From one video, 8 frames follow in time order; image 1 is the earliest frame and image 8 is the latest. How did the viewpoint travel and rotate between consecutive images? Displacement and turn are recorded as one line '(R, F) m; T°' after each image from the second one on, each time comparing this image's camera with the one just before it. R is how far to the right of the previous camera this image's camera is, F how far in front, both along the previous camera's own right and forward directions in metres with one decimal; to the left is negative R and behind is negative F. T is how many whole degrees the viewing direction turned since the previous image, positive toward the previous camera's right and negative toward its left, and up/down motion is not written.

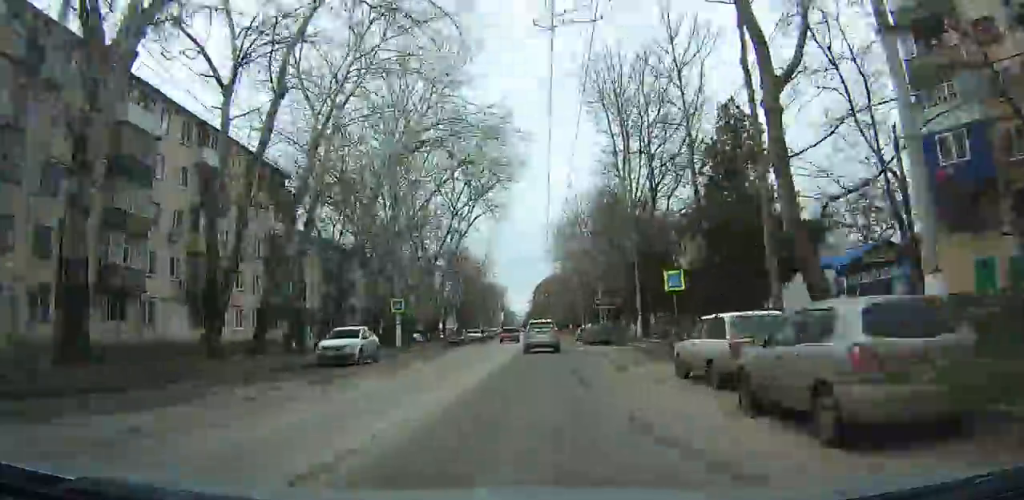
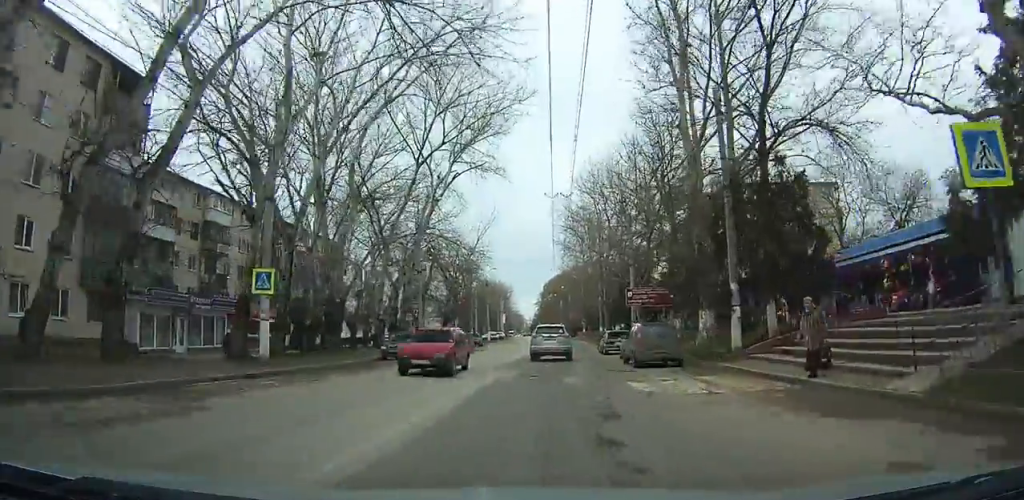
(+0.2, +22.0) m; -2°
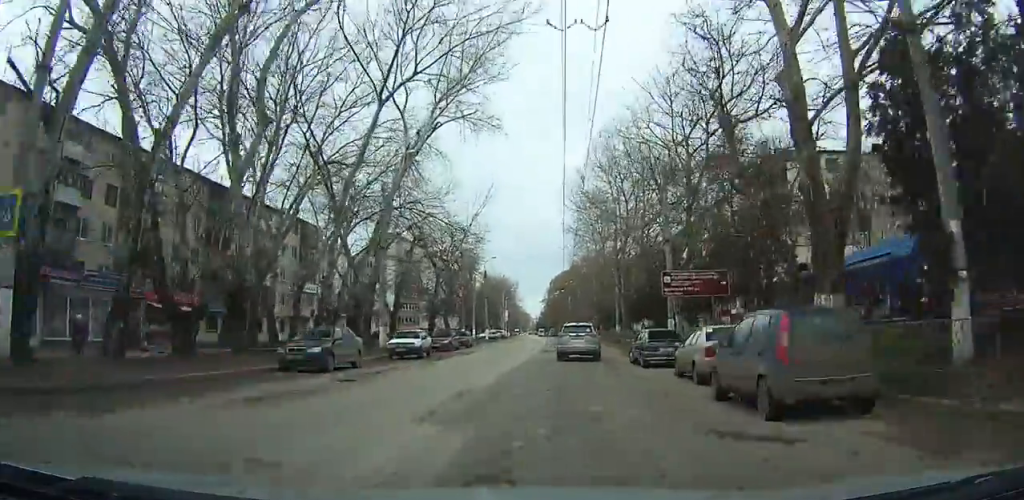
(-0.6, +13.5) m; 0°
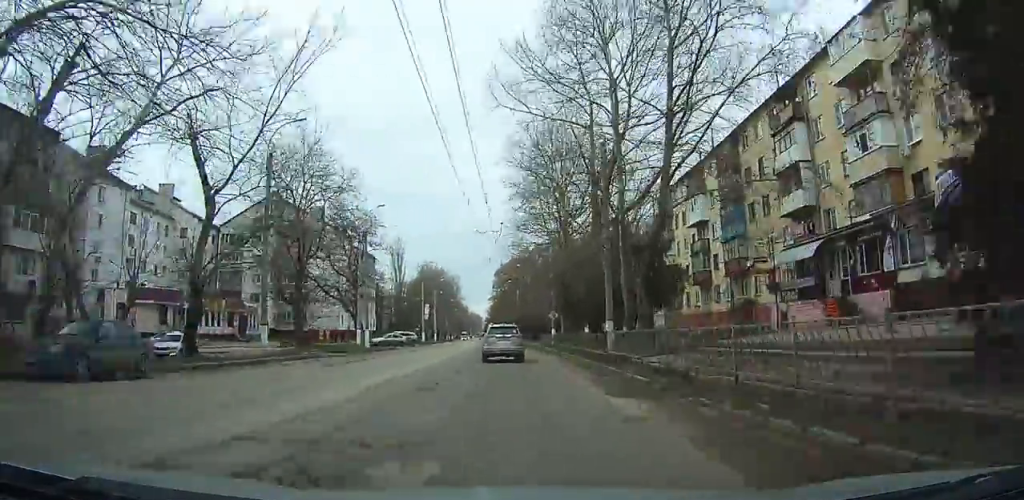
(+0.6, +39.9) m; -2°
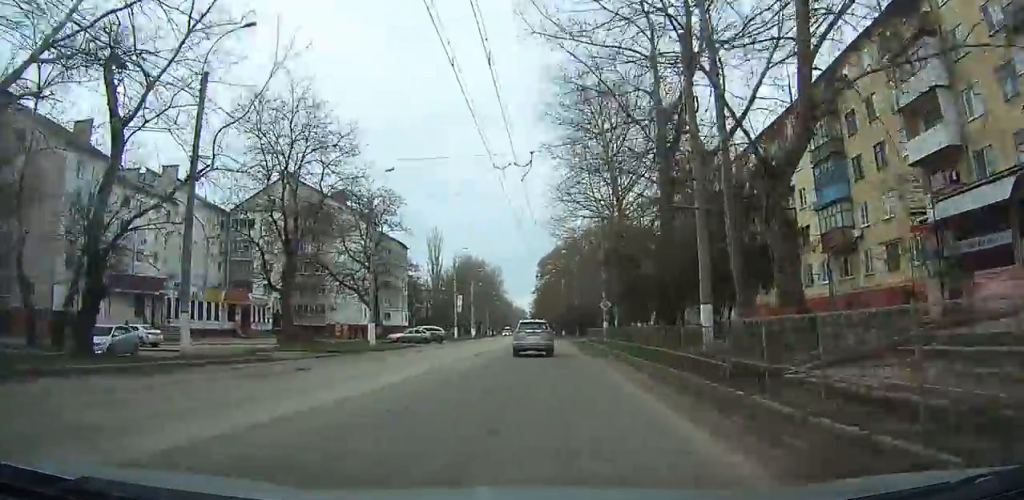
(-0.7, +10.5) m; -3°
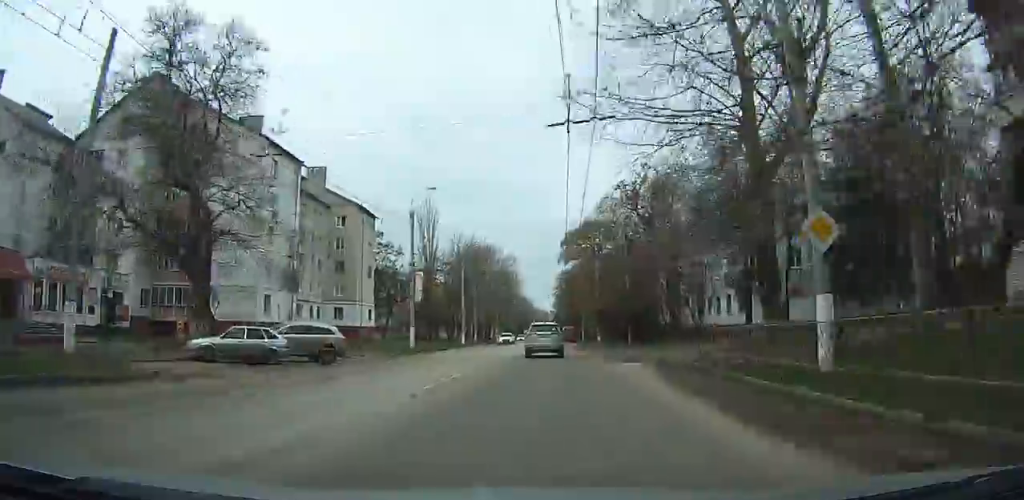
(-1.4, +33.7) m; -2°
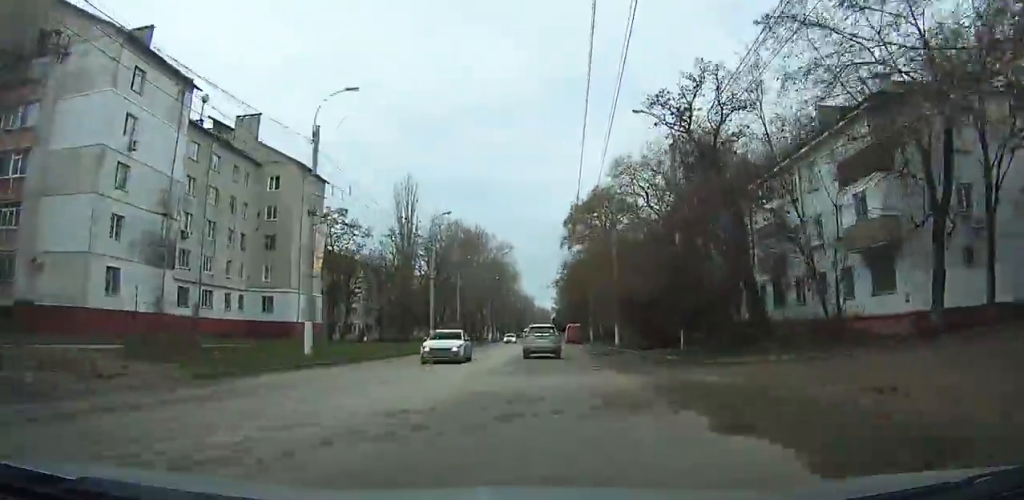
(+0.1, +18.6) m; +1°
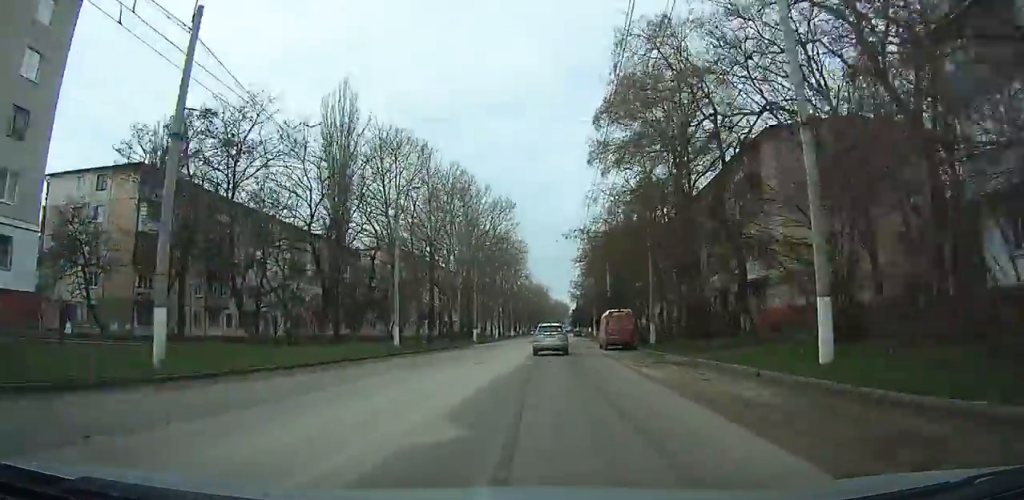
(0.0, +38.3) m; 0°
